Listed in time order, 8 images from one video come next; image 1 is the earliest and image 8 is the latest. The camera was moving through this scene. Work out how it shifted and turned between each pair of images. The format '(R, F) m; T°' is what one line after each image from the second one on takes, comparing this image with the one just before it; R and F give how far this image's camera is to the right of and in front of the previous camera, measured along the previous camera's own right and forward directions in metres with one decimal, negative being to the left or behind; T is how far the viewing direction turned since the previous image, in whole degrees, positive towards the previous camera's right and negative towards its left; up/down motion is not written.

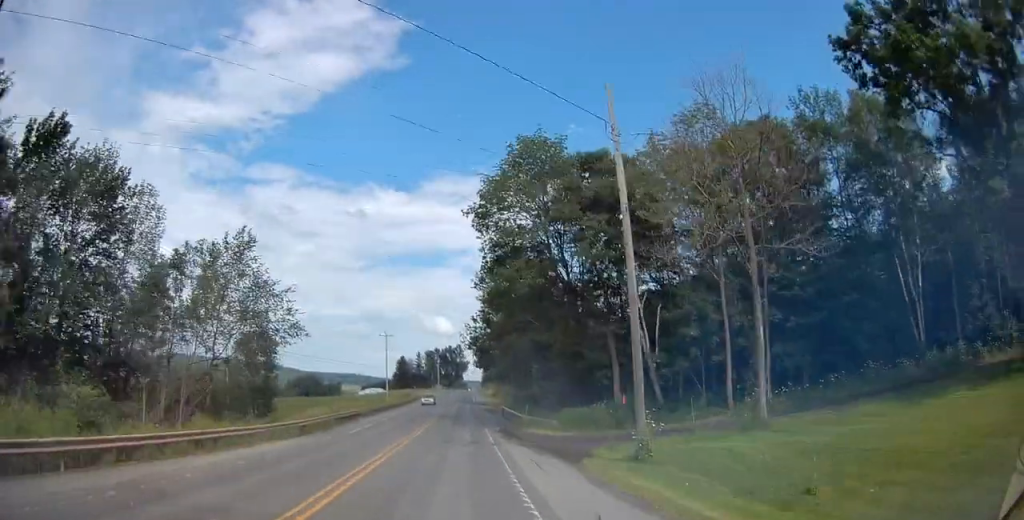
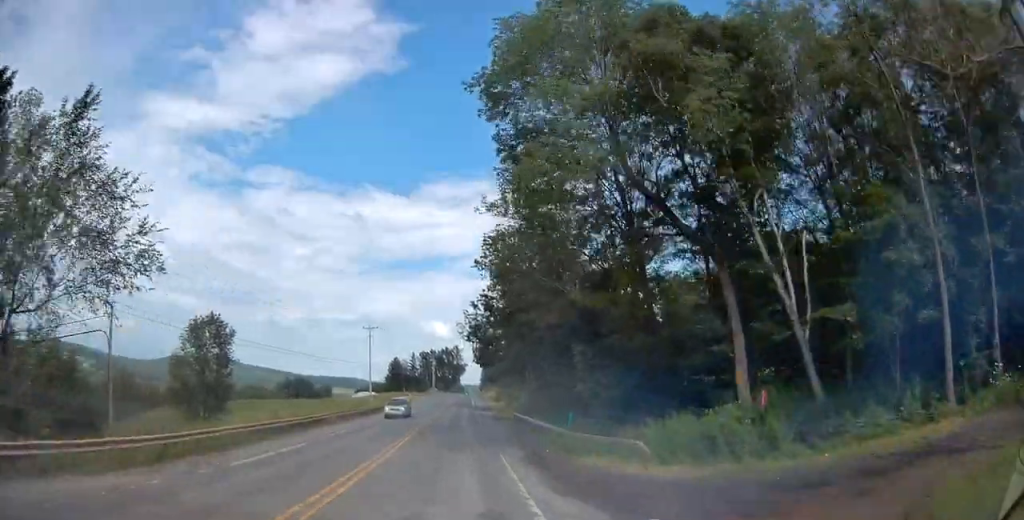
(0.0, +16.3) m; 0°
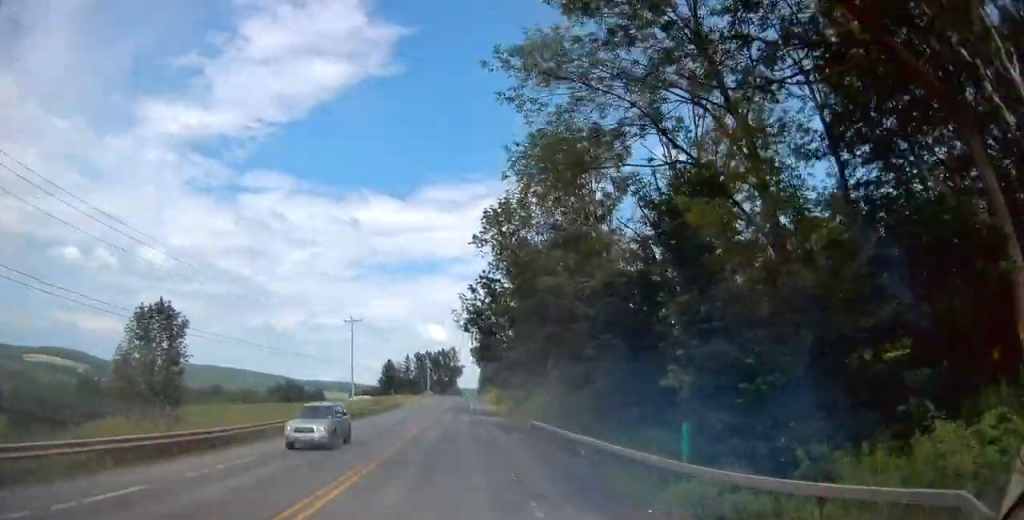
(+0.1, +12.0) m; 0°
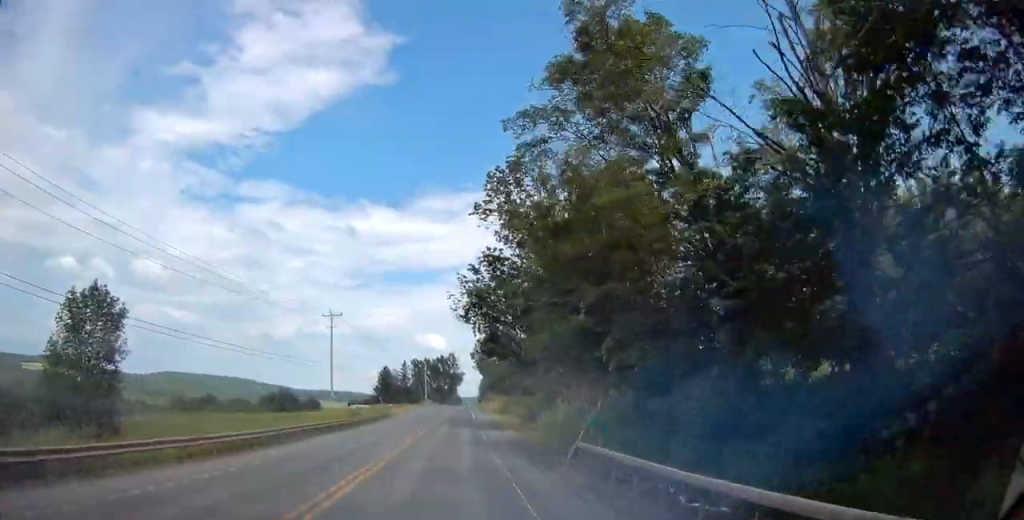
(0.0, +12.0) m; 0°
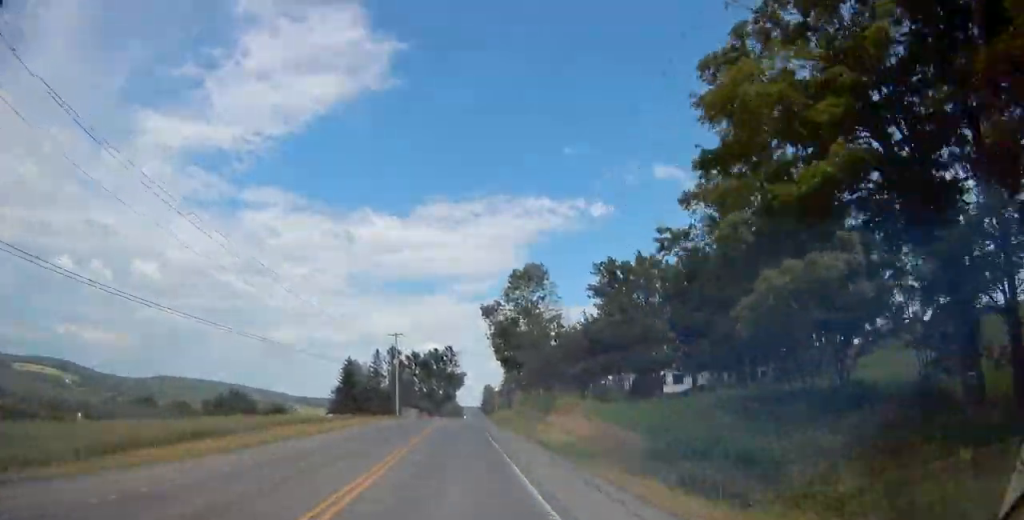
(-0.2, +69.4) m; 0°
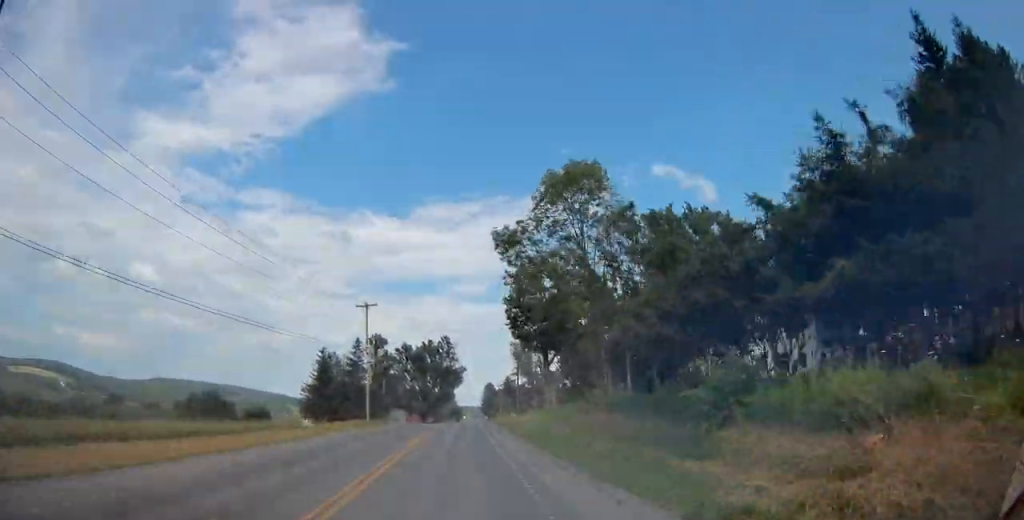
(+0.5, +25.7) m; +1°
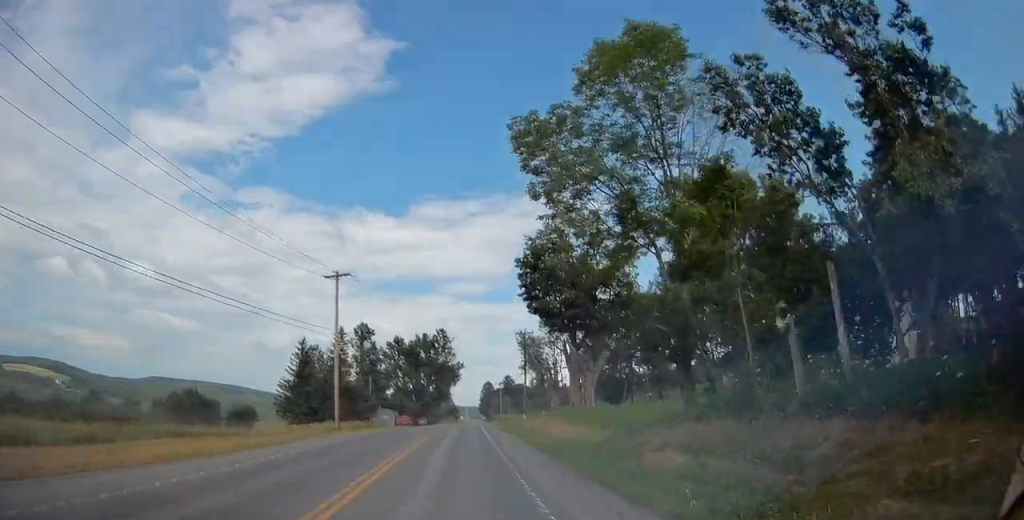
(0.0, +13.8) m; 0°
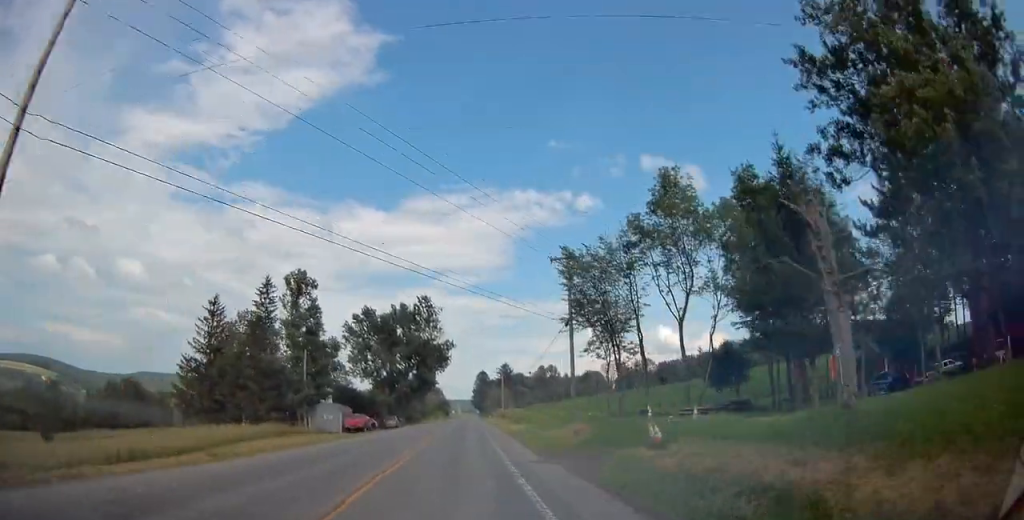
(-0.1, +36.9) m; +1°
